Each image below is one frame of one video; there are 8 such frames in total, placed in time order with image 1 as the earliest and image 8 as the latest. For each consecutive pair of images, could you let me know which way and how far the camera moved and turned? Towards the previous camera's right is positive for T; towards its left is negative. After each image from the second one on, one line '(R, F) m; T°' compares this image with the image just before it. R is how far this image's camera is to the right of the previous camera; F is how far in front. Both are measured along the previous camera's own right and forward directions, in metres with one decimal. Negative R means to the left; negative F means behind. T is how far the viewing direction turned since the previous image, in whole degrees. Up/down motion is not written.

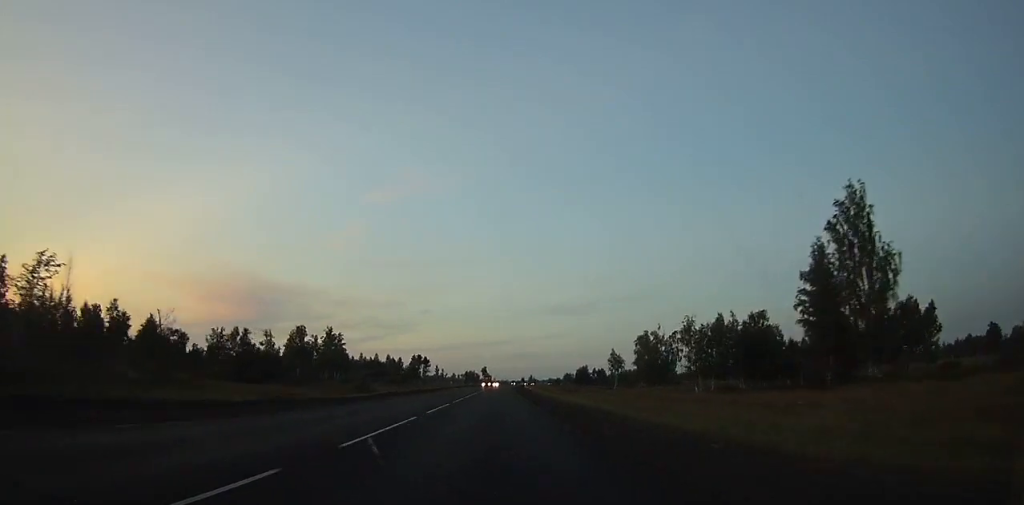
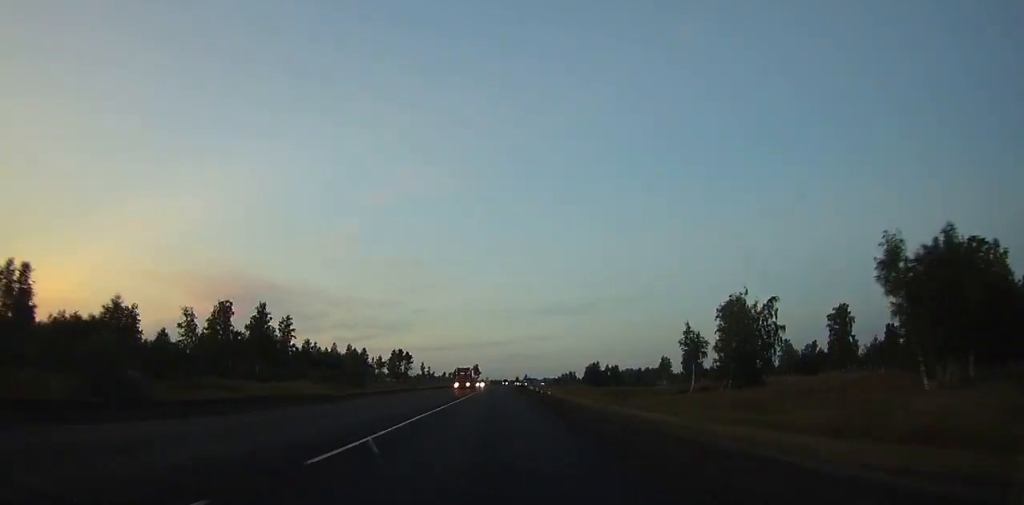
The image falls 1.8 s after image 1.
(+0.3, +50.4) m; +1°
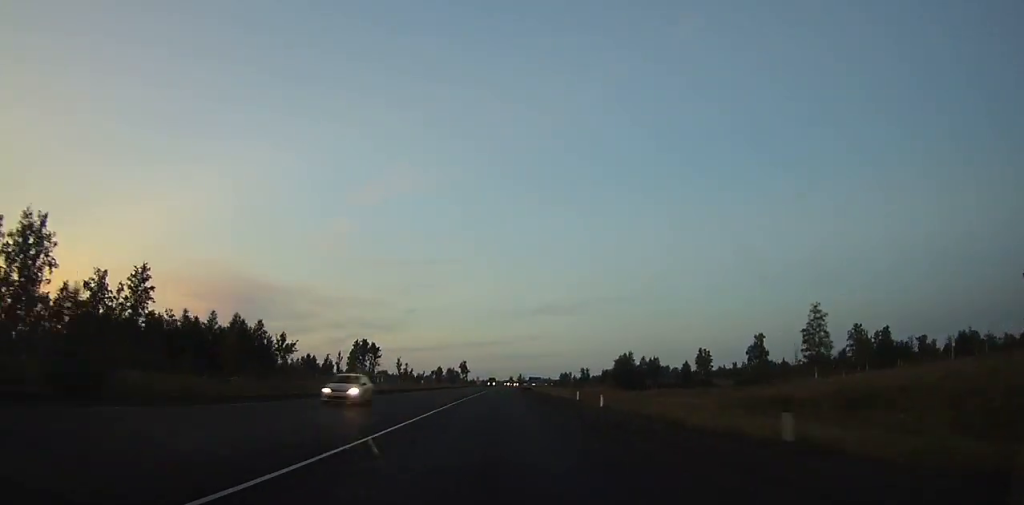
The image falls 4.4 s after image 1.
(+0.4, +72.6) m; +1°
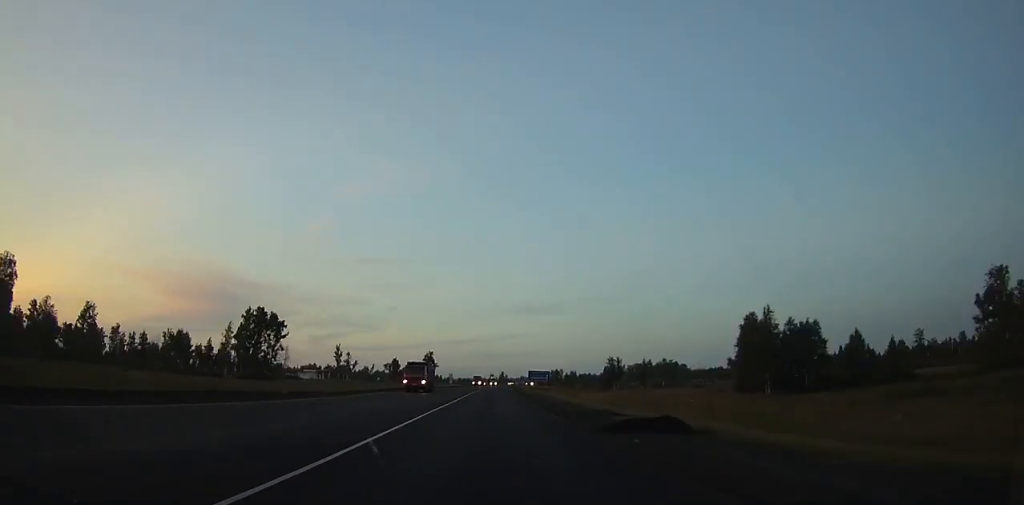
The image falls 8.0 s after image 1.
(+0.9, +99.6) m; +1°
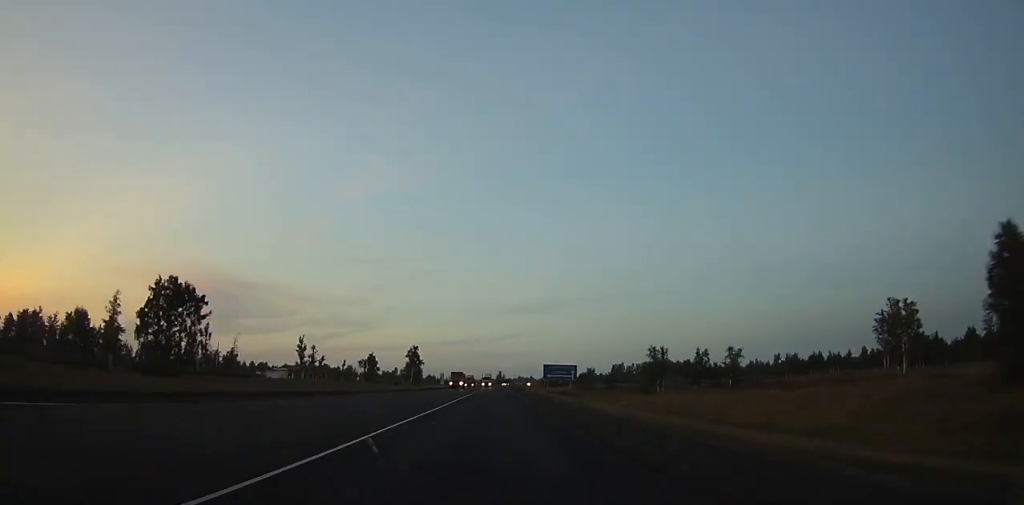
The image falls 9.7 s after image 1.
(+0.5, +46.4) m; +1°
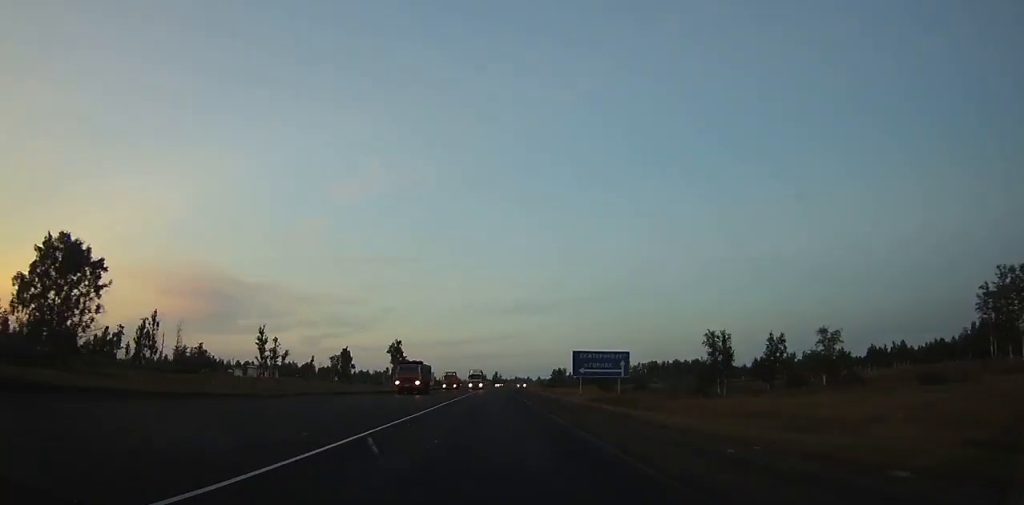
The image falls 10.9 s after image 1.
(+0.1, +32.8) m; 0°
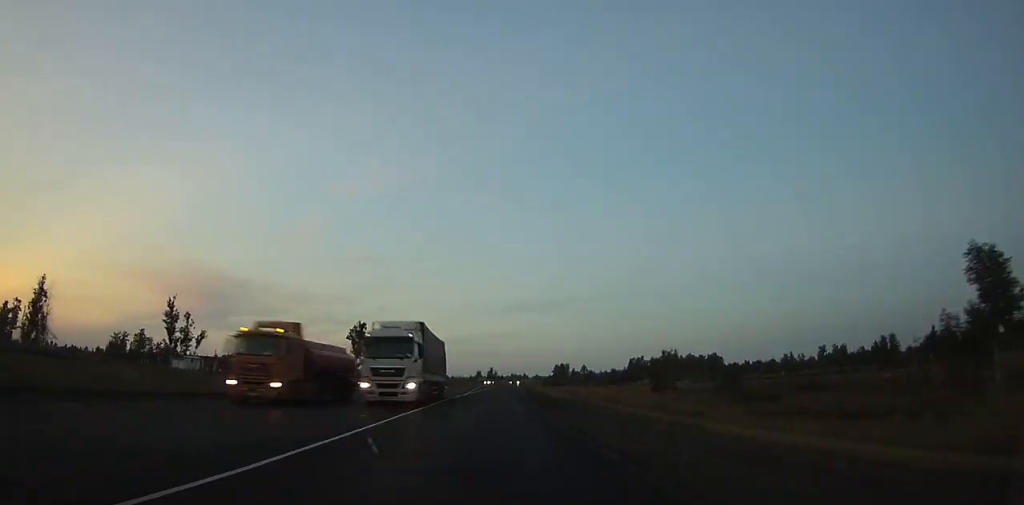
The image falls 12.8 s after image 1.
(+0.1, +51.2) m; +1°
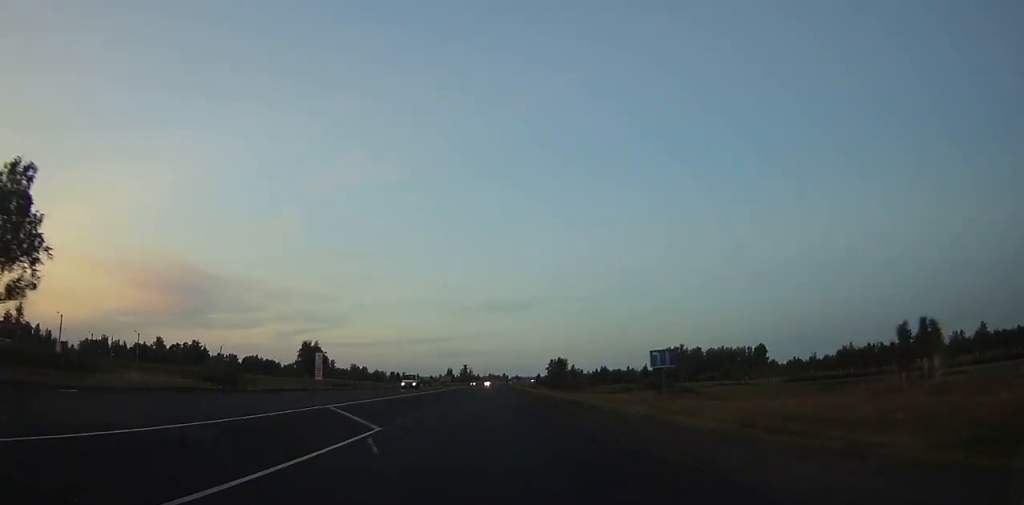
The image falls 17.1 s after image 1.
(+1.6, +114.7) m; +2°
